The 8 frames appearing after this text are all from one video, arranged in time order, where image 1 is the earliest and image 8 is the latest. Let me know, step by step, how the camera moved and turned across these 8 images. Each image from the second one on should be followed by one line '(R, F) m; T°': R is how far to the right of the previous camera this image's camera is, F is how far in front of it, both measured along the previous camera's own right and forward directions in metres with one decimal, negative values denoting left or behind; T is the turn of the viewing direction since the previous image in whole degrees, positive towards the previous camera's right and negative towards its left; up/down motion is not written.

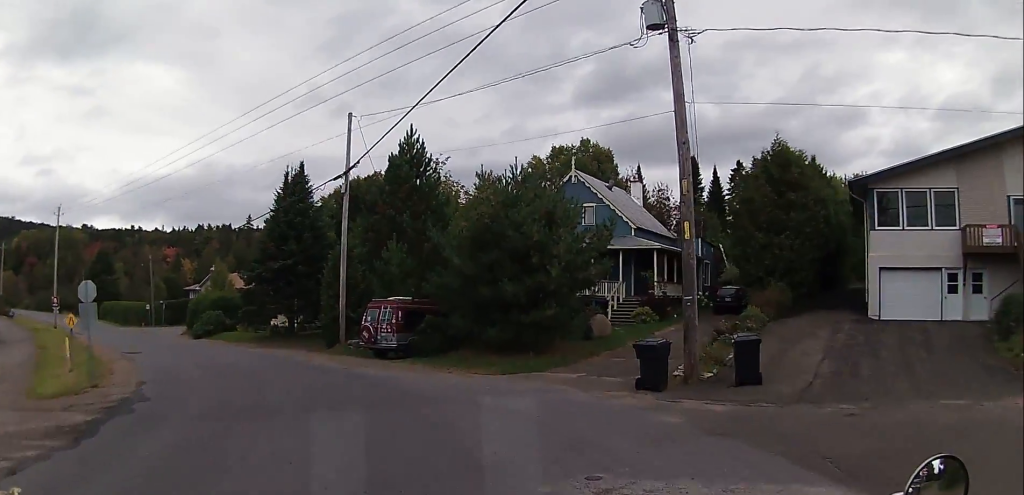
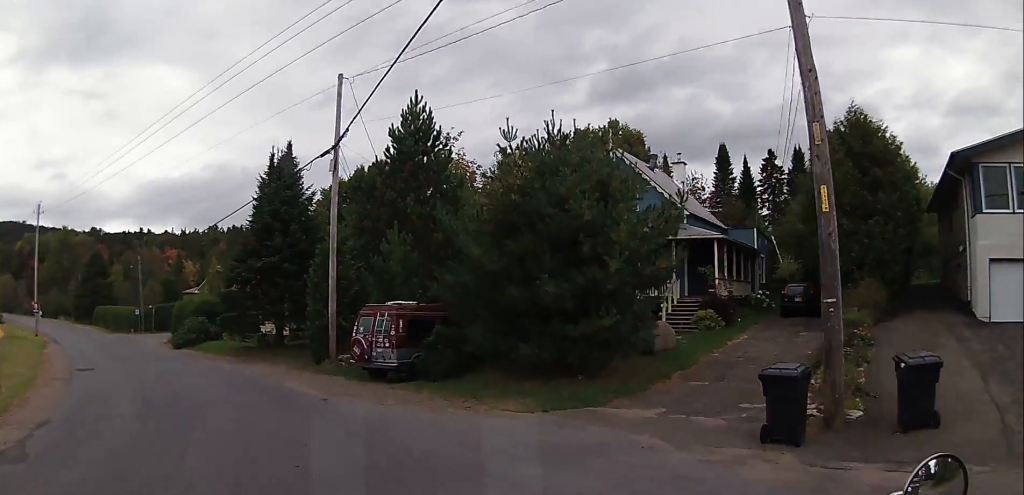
(-0.1, +5.6) m; -5°
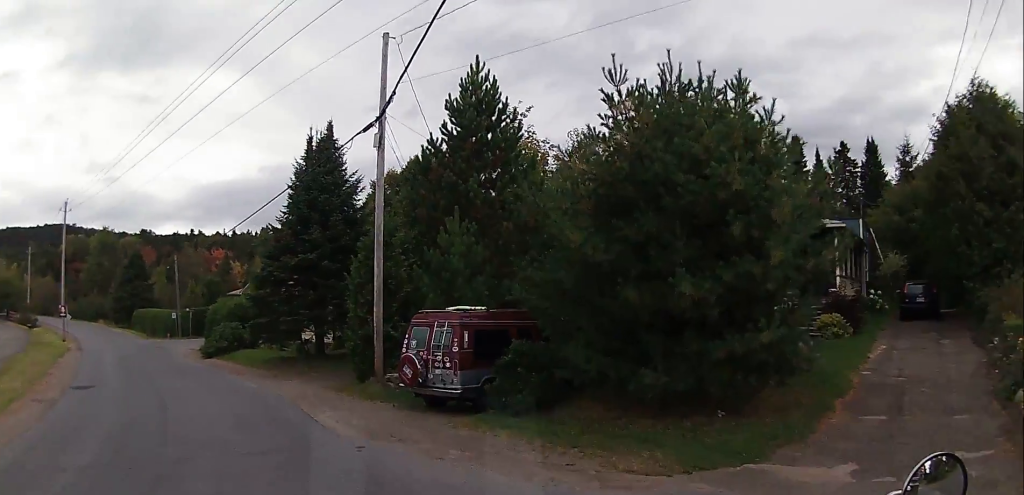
(-0.1, +4.4) m; -5°
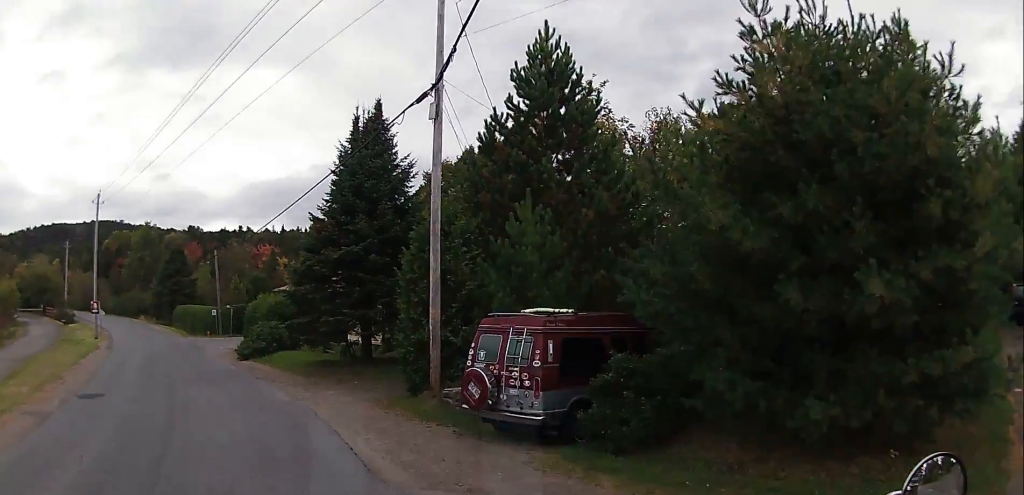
(-0.2, +3.1) m; -3°
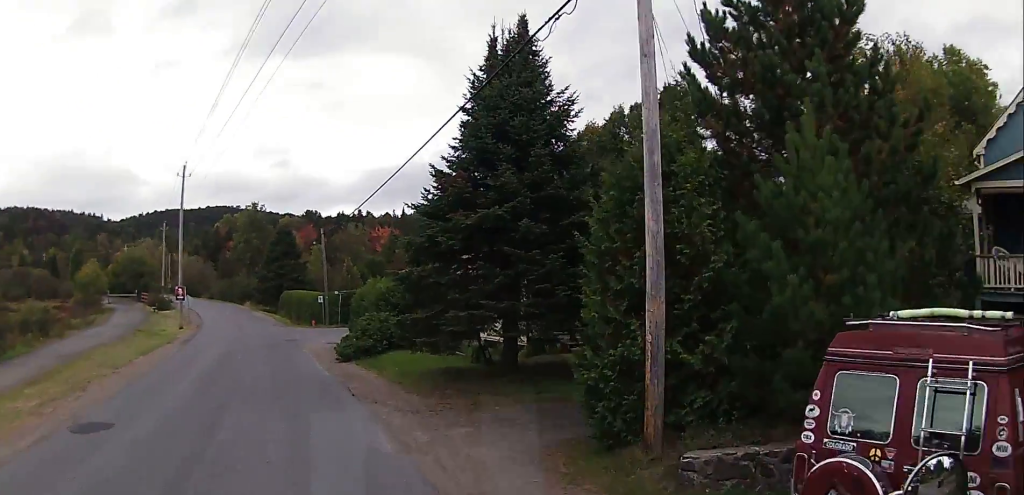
(-0.4, +6.9) m; -11°
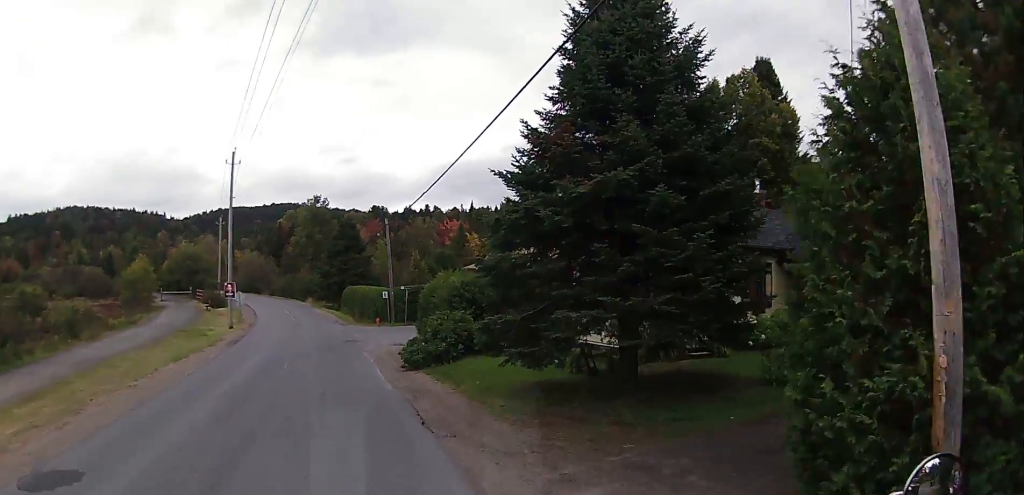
(-0.1, +4.0) m; -7°
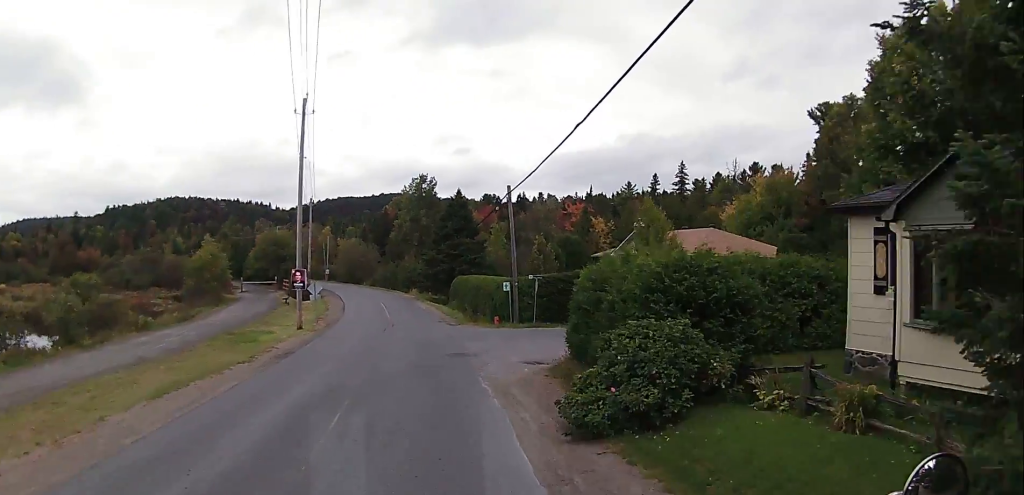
(-1.5, +10.9) m; -10°
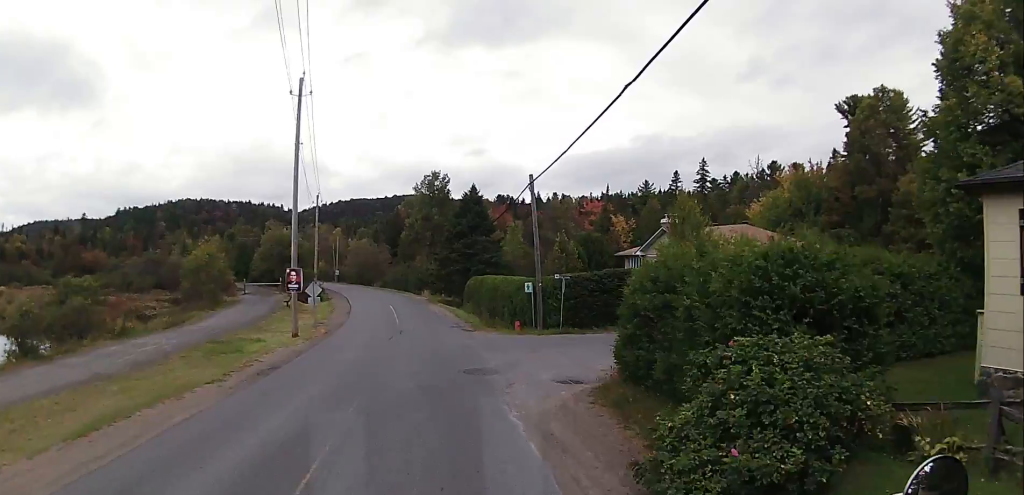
(0.0, +3.9) m; -1°
